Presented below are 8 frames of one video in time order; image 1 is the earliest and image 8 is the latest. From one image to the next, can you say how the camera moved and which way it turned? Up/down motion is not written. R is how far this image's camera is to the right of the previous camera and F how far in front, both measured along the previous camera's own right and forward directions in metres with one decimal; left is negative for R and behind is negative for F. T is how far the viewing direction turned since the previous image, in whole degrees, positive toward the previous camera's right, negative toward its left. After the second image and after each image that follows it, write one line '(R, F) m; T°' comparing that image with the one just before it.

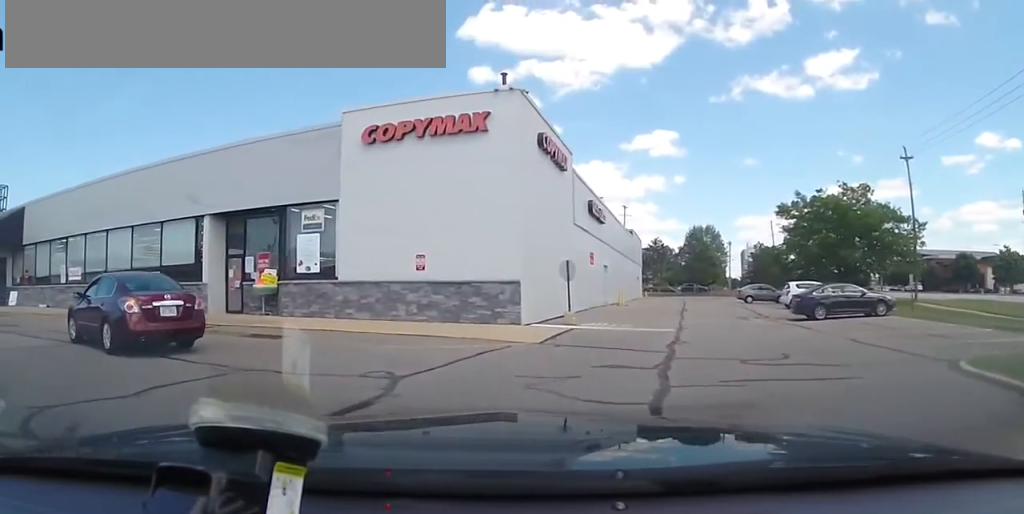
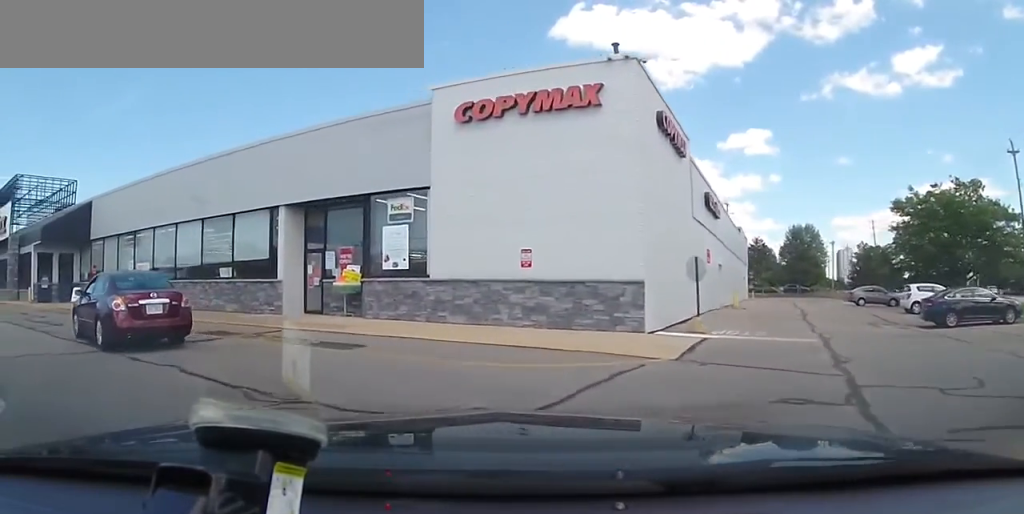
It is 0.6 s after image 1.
(-0.2, +2.4) m; -10°
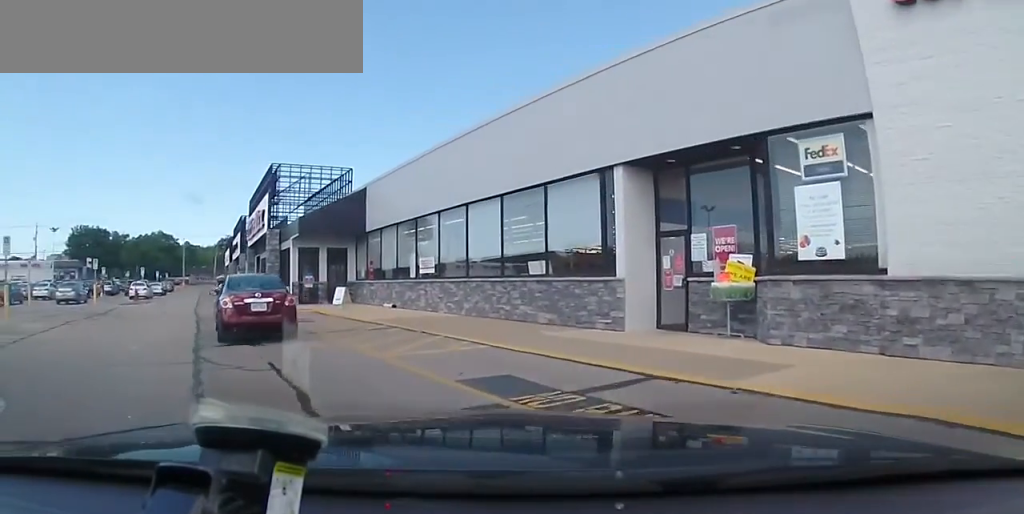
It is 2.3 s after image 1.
(-0.8, +7.0) m; -20°
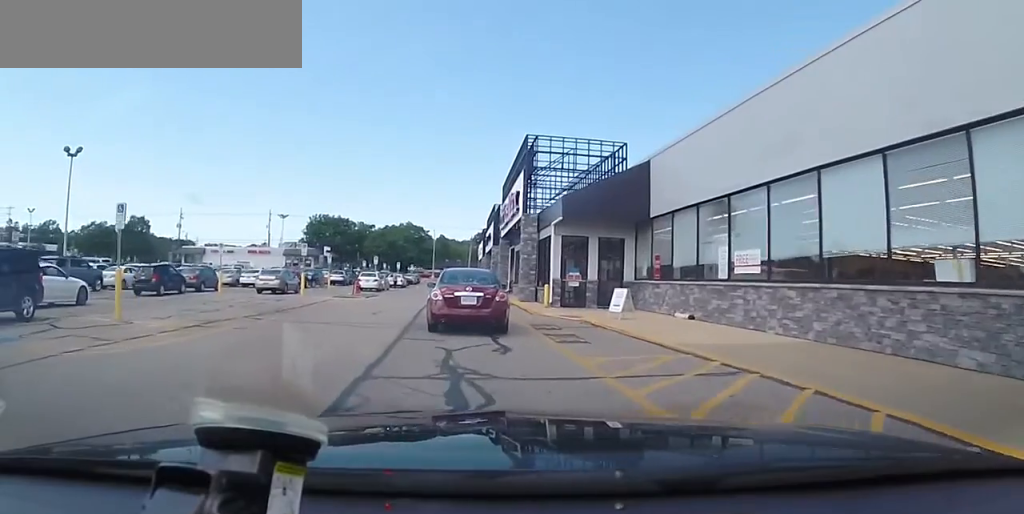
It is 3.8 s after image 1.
(-2.0, +5.5) m; -27°
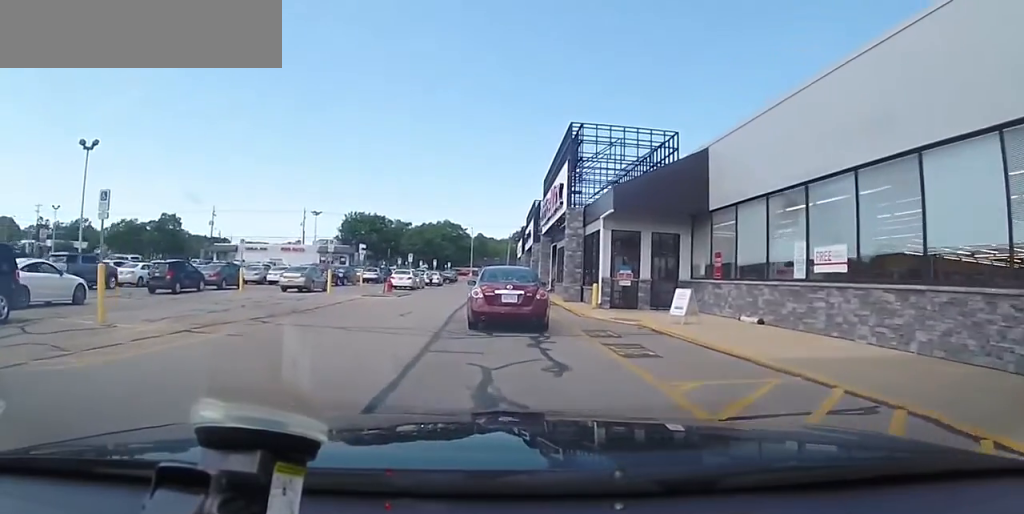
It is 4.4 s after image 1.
(-0.2, +2.0) m; -1°
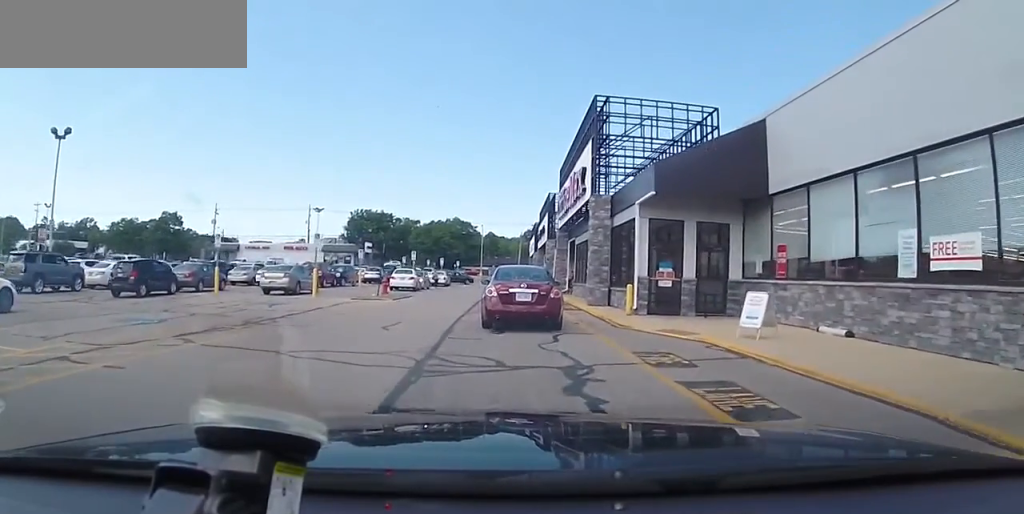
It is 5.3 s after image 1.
(+0.3, +3.6) m; 0°
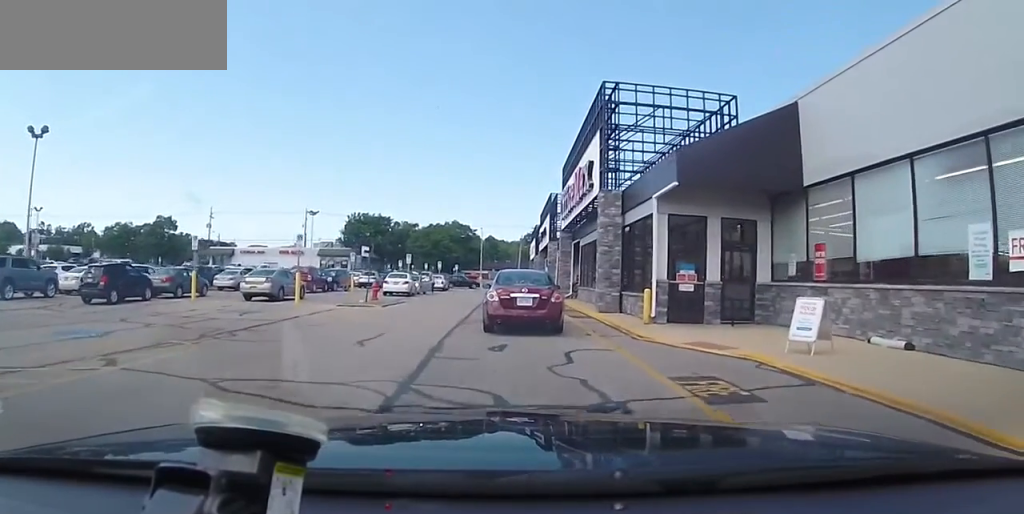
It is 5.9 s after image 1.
(-0.2, +2.2) m; -3°
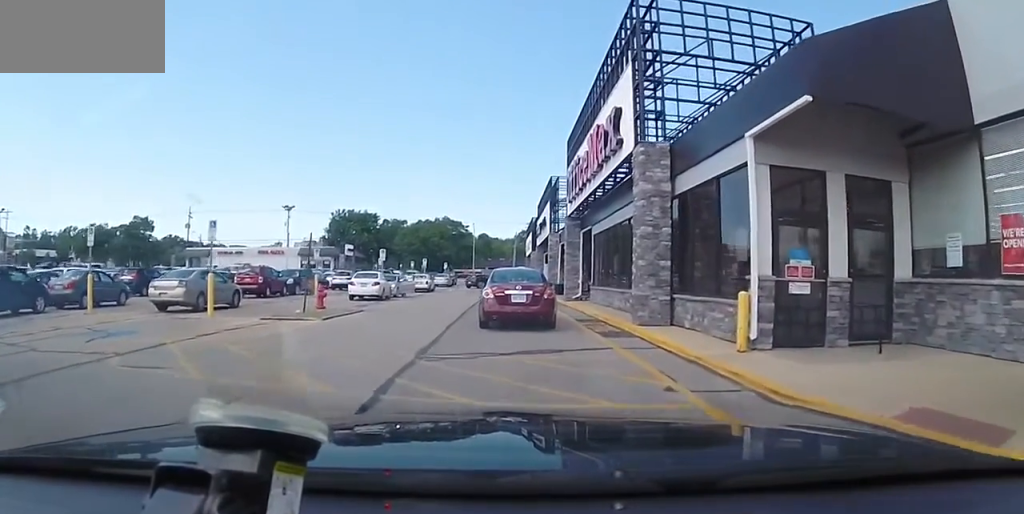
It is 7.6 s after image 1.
(-0.2, +6.5) m; +3°
